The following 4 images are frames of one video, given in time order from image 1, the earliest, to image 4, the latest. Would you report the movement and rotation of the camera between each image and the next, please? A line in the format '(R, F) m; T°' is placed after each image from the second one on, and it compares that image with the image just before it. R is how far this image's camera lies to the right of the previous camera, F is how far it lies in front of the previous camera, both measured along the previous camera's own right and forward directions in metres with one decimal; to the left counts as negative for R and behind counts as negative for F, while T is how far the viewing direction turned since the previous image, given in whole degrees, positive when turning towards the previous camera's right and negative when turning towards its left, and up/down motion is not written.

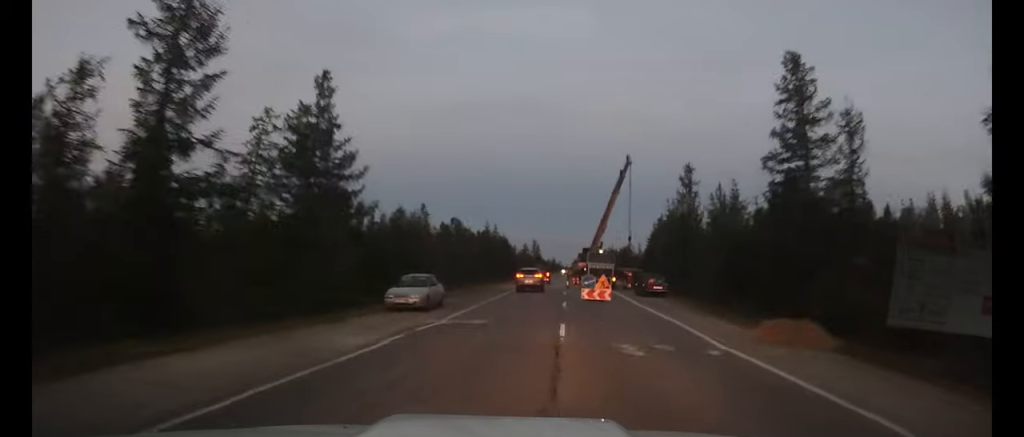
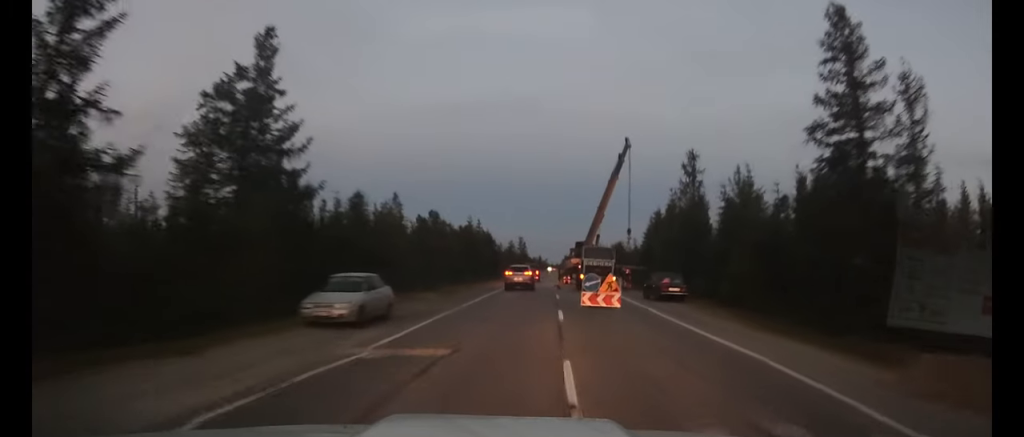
(0.0, +6.6) m; 0°
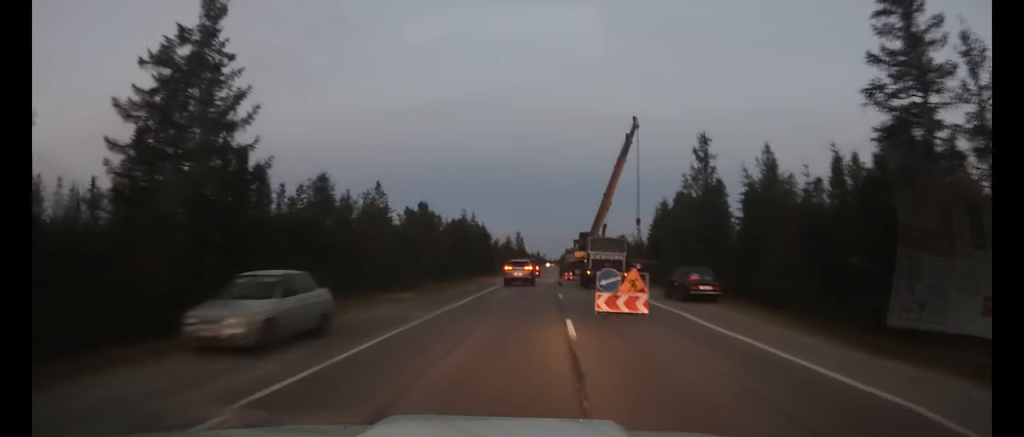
(0.0, +5.1) m; 0°
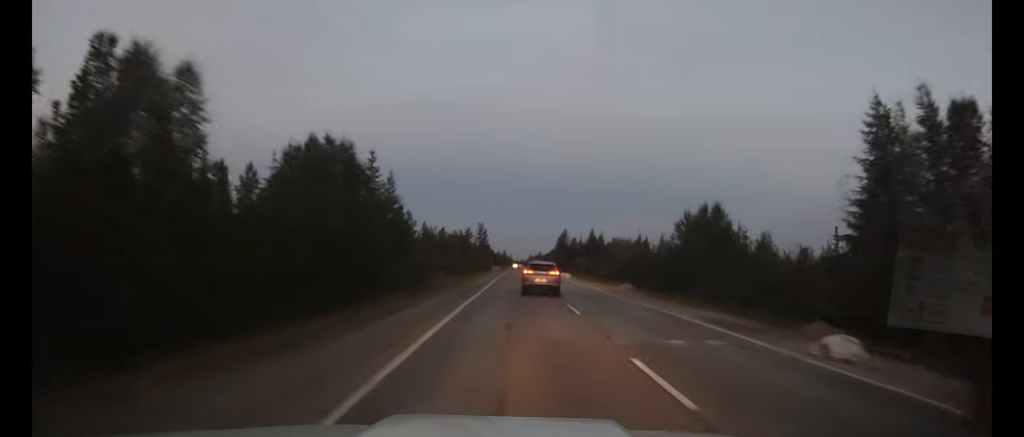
(+0.8, +54.3) m; +3°
